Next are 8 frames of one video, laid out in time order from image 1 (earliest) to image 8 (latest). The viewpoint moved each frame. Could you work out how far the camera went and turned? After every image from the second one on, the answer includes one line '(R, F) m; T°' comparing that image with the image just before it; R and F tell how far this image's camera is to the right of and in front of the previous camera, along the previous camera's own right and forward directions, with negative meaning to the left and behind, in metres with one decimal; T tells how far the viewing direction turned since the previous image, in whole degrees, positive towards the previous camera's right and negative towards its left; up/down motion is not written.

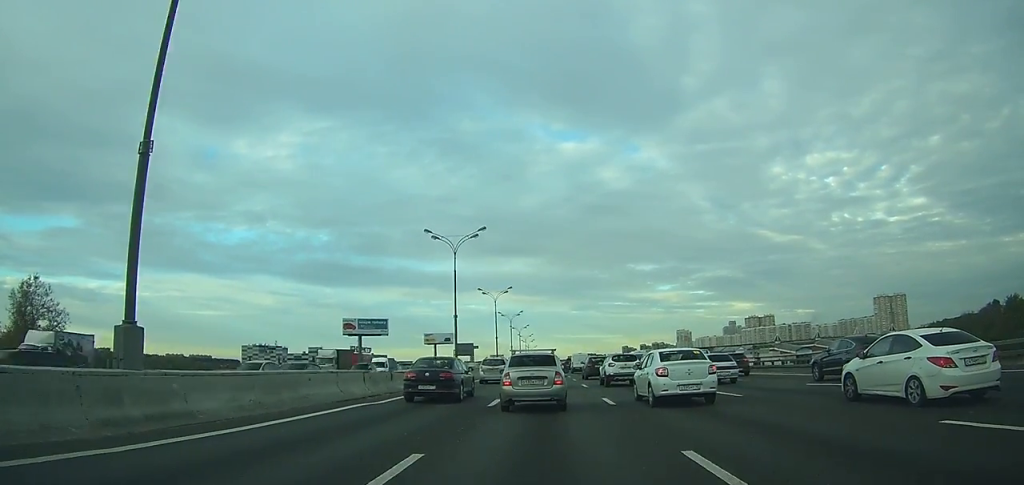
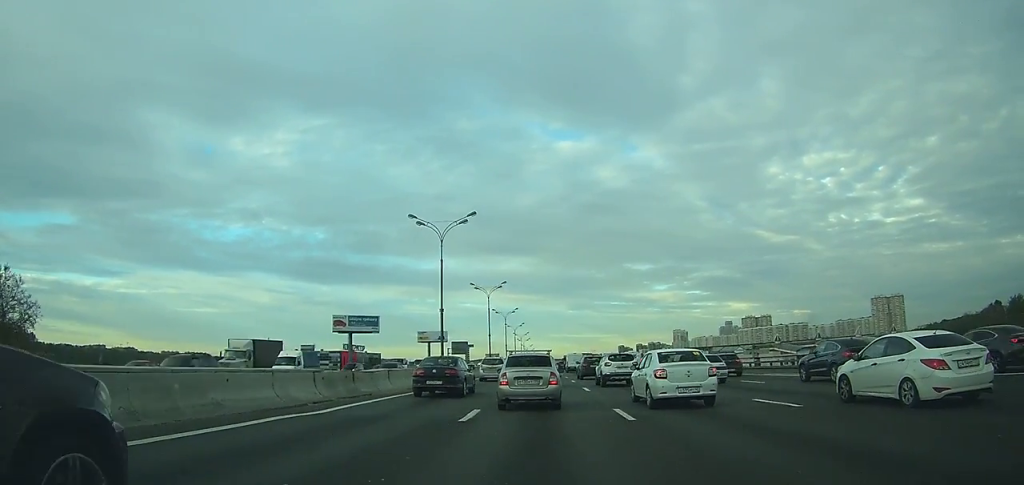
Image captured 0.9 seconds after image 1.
(0.0, +4.8) m; 0°
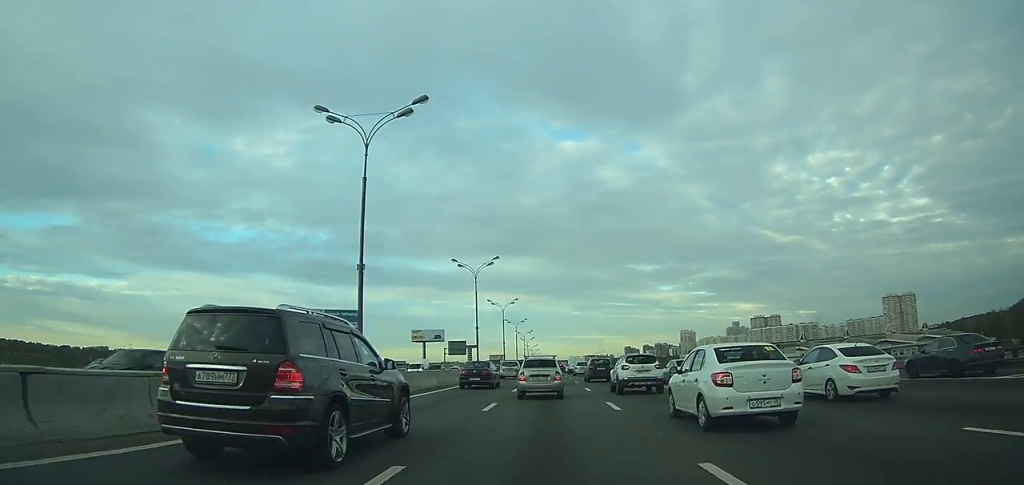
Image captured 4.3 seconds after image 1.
(0.0, +21.6) m; -1°
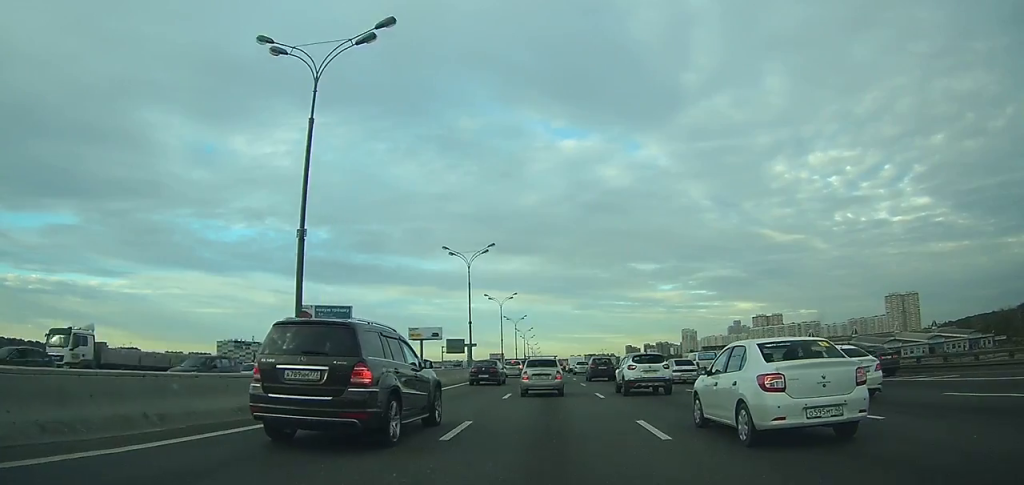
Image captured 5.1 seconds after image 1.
(0.0, +6.9) m; 0°
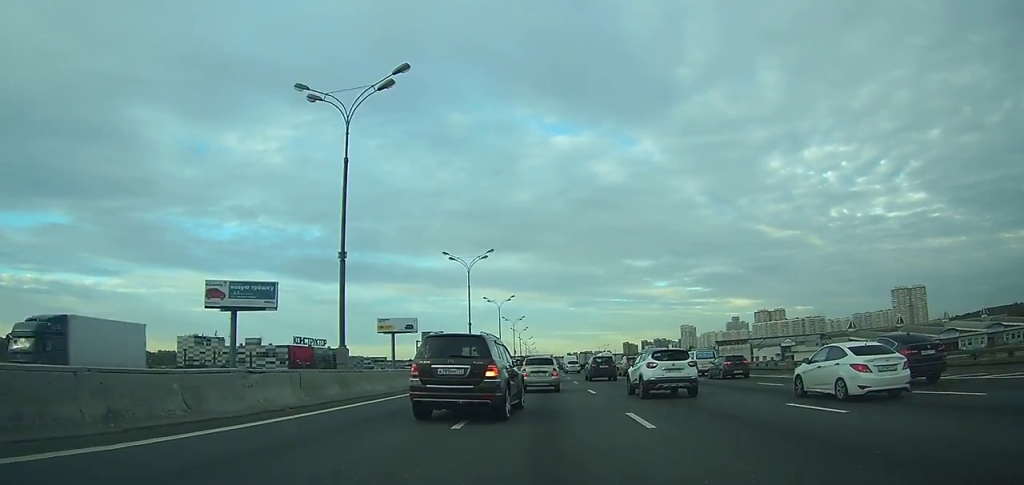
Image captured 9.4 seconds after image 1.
(-0.1, +35.4) m; +1°
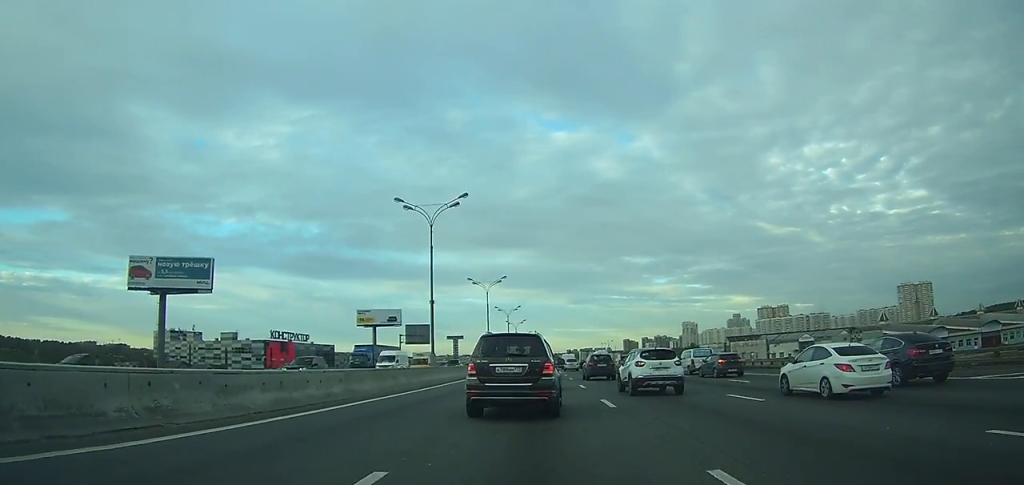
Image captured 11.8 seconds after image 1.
(+0.2, +19.3) m; 0°
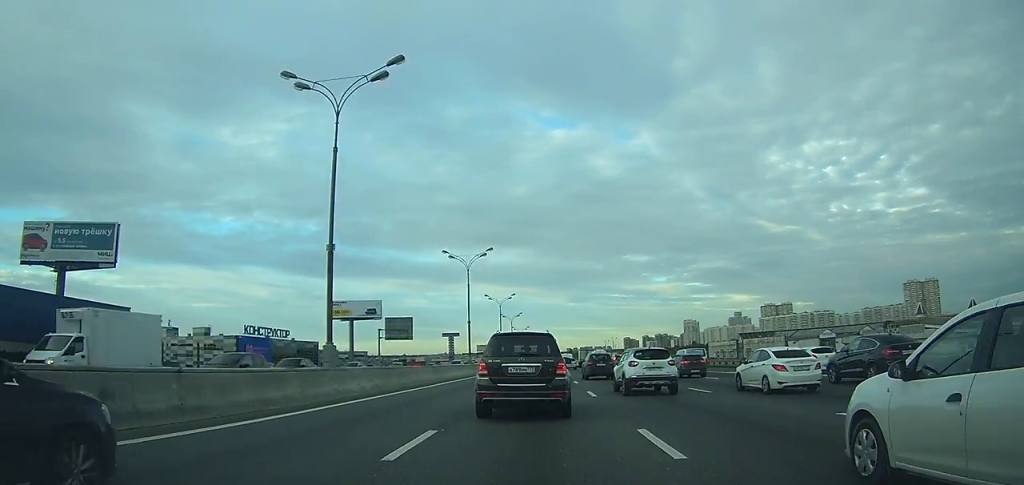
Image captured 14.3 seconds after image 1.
(-0.3, +19.1) m; -2°
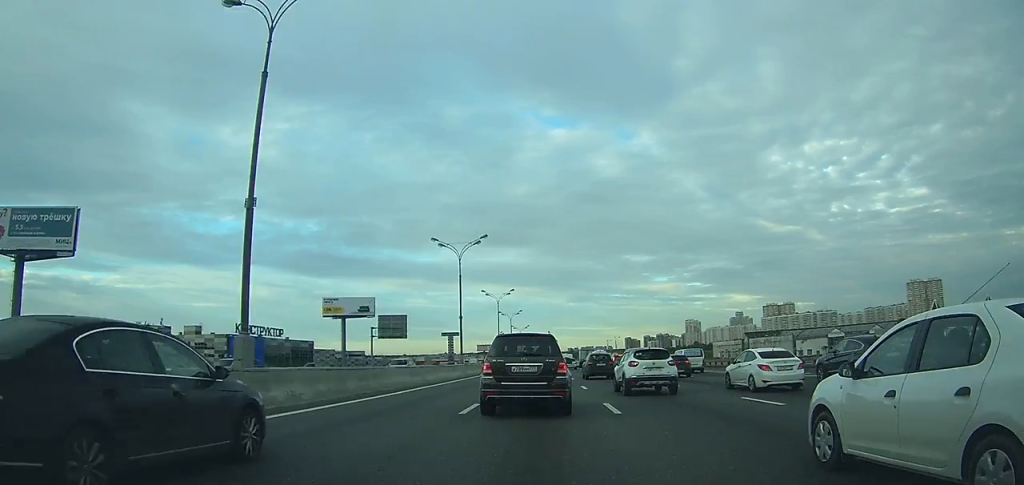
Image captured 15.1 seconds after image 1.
(-0.1, +7.1) m; 0°
